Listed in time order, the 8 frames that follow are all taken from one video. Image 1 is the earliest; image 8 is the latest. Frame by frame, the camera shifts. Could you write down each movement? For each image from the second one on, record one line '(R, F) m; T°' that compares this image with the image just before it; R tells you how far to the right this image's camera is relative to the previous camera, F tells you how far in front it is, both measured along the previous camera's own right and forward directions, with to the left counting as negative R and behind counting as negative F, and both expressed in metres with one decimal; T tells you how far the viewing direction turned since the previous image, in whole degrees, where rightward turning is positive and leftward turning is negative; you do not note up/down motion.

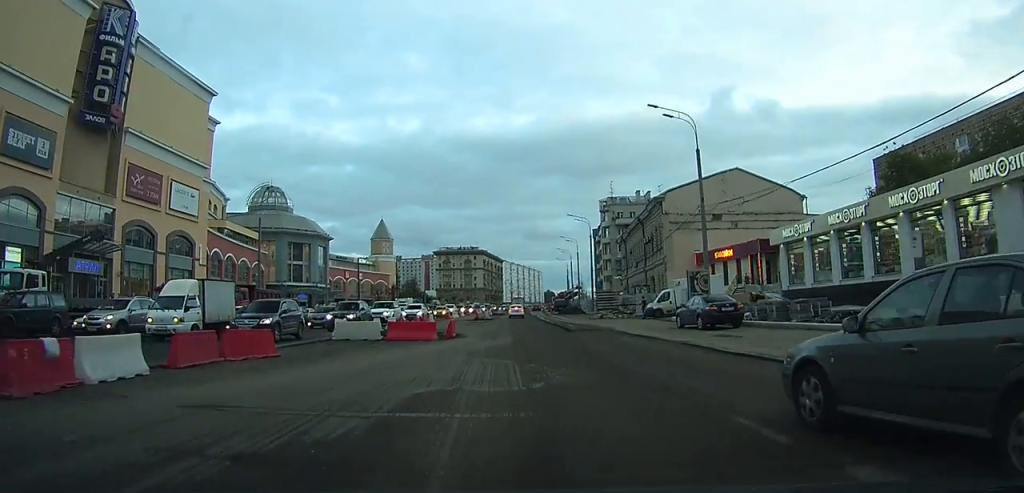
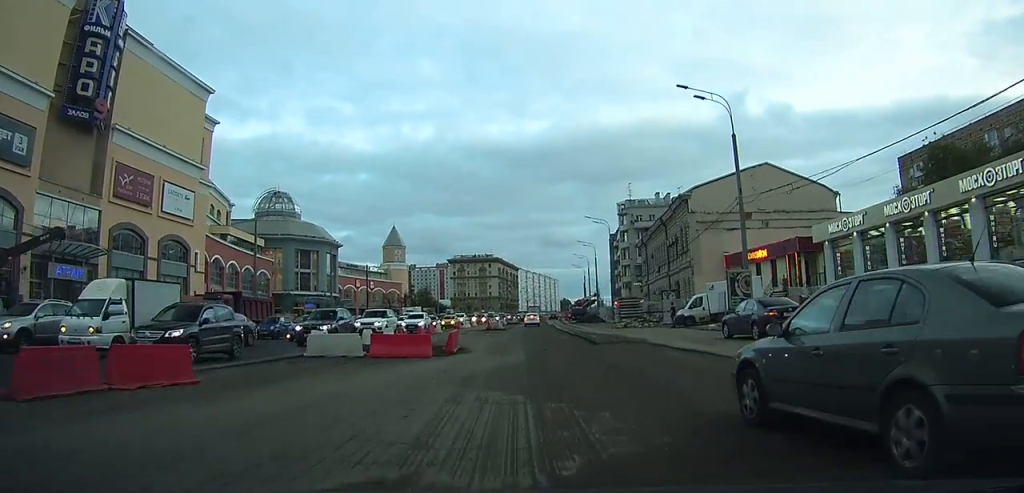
(0.0, +4.7) m; -1°
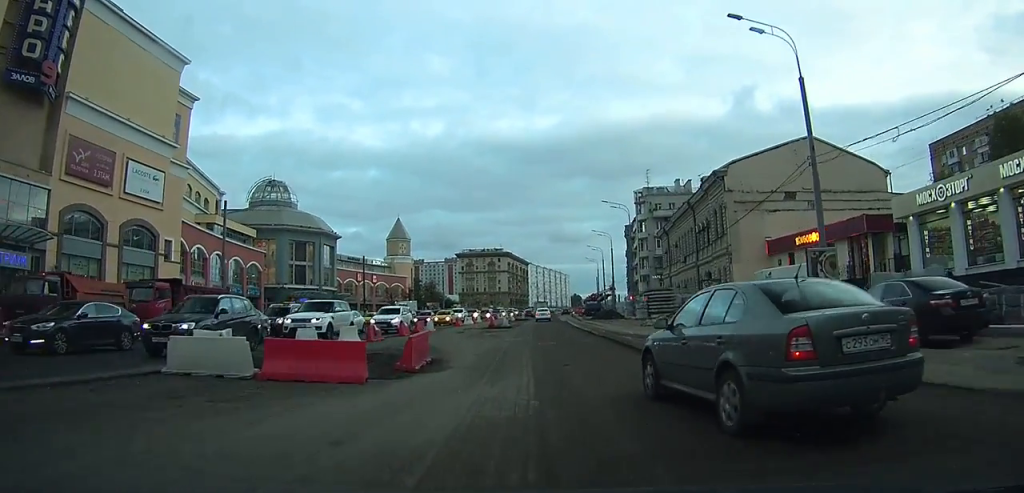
(-0.2, +8.7) m; -2°
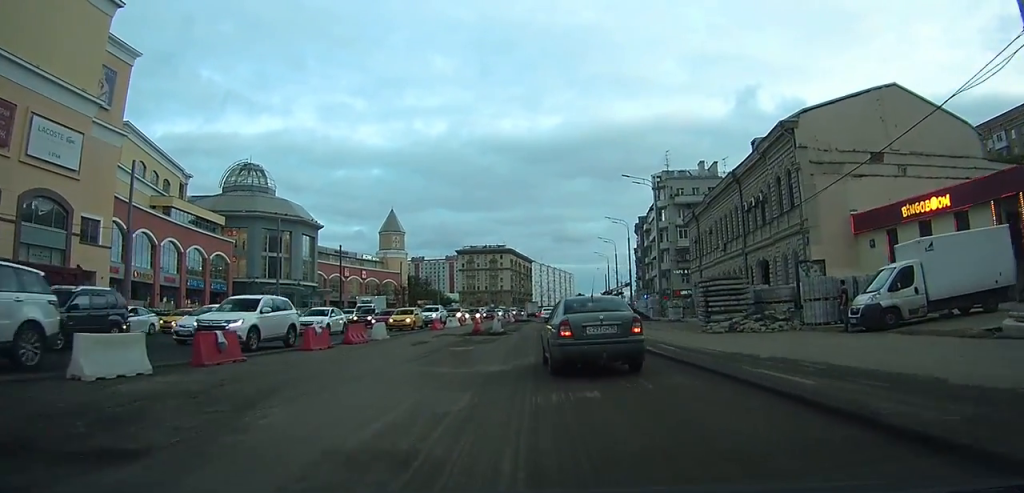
(-0.3, +15.5) m; -2°
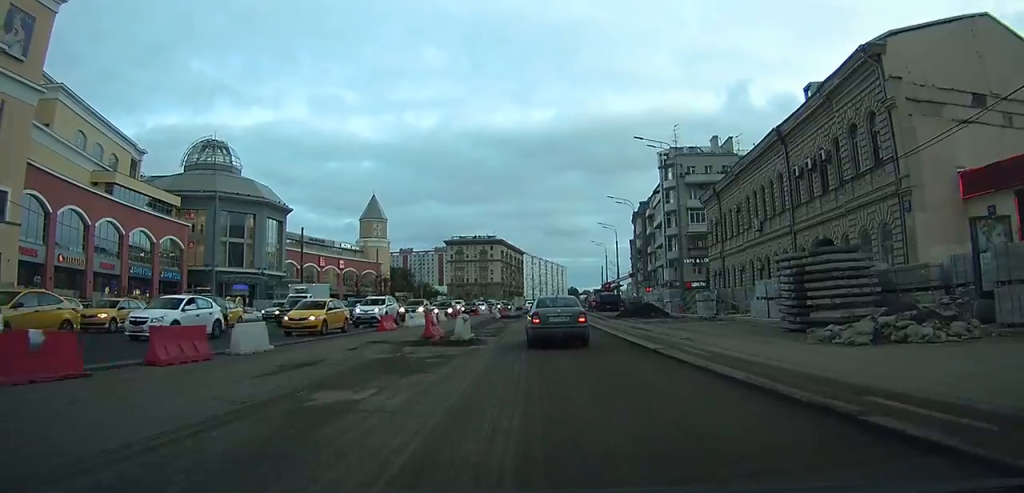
(-0.3, +13.5) m; -3°
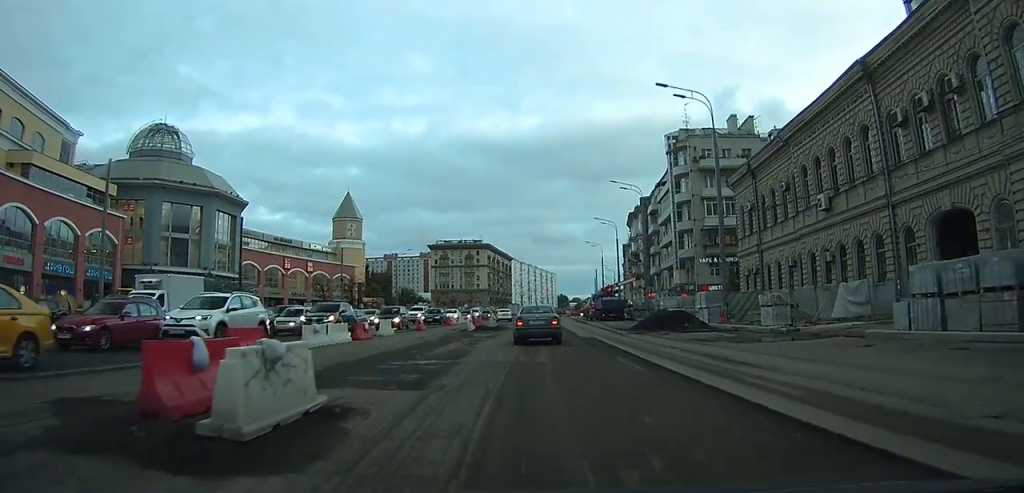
(-0.2, +15.0) m; +1°
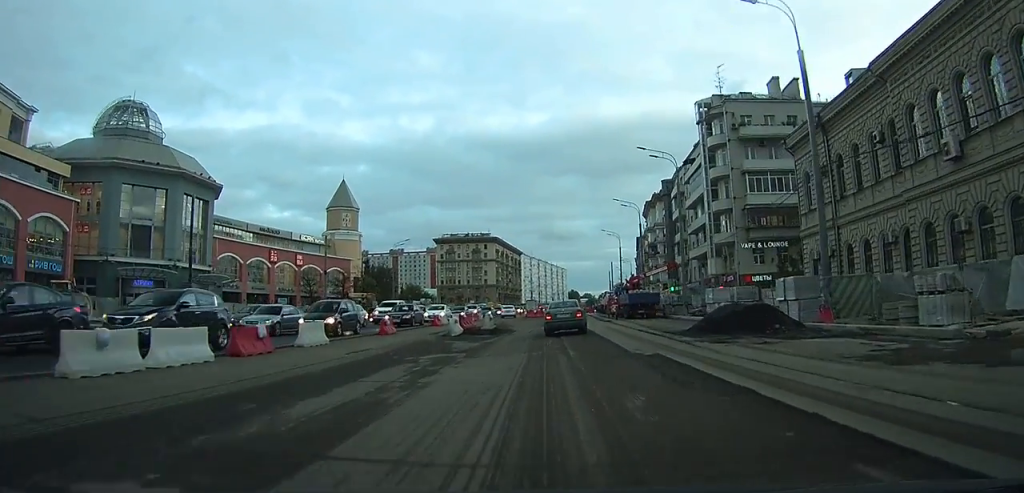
(+0.3, +11.7) m; +3°
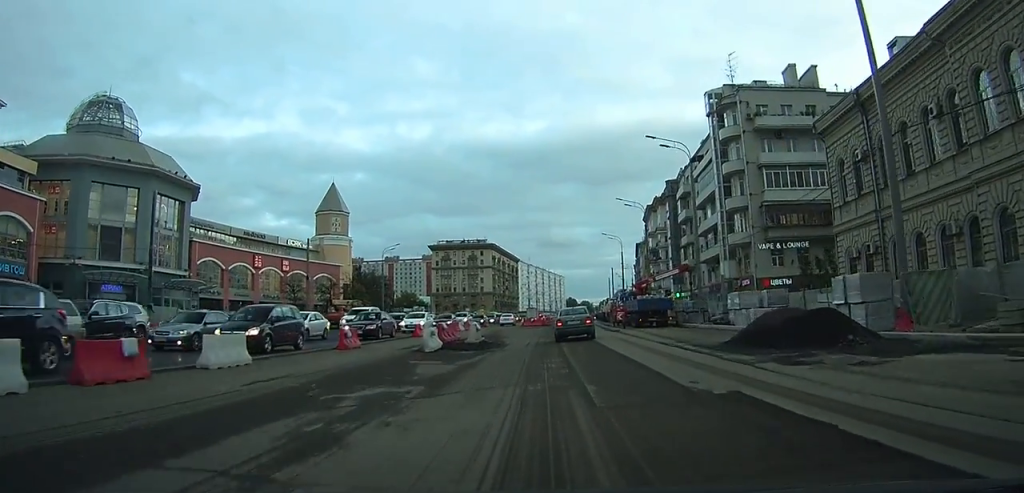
(+0.1, +5.4) m; +1°
